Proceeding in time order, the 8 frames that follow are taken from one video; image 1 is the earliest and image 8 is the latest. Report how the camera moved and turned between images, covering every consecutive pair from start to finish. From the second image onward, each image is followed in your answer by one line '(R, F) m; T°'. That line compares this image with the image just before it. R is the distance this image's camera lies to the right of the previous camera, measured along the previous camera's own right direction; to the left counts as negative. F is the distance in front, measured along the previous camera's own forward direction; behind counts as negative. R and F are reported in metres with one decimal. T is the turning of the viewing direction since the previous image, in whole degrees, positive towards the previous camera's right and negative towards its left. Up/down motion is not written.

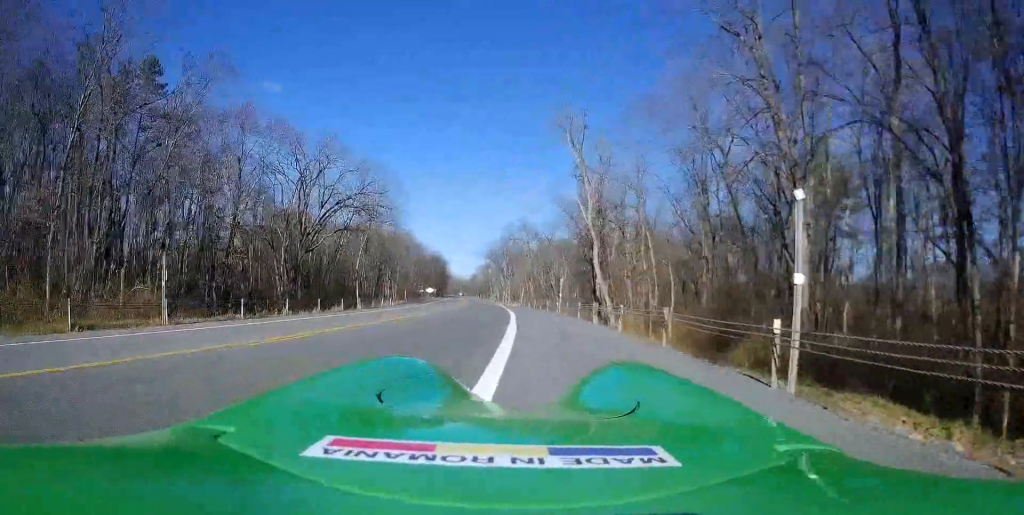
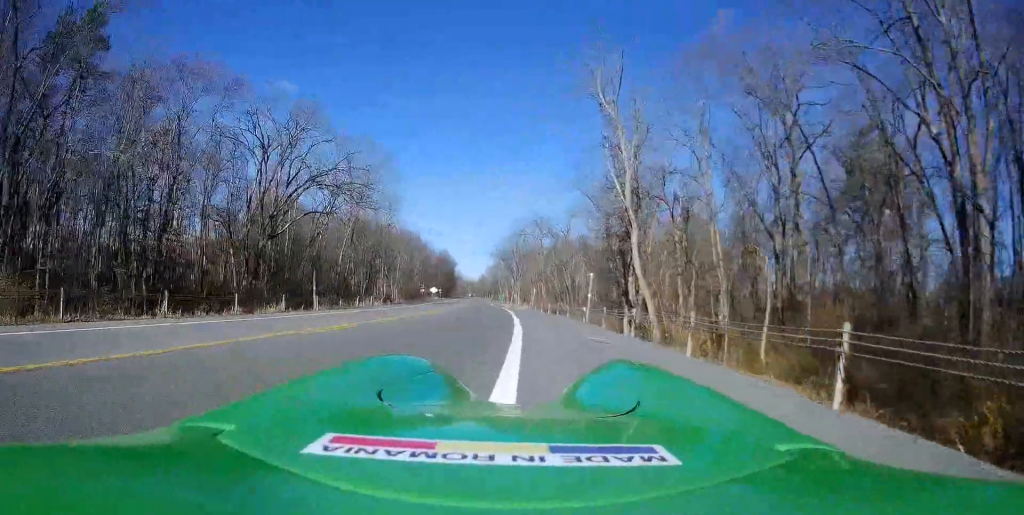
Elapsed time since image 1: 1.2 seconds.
(-0.4, +10.6) m; -3°
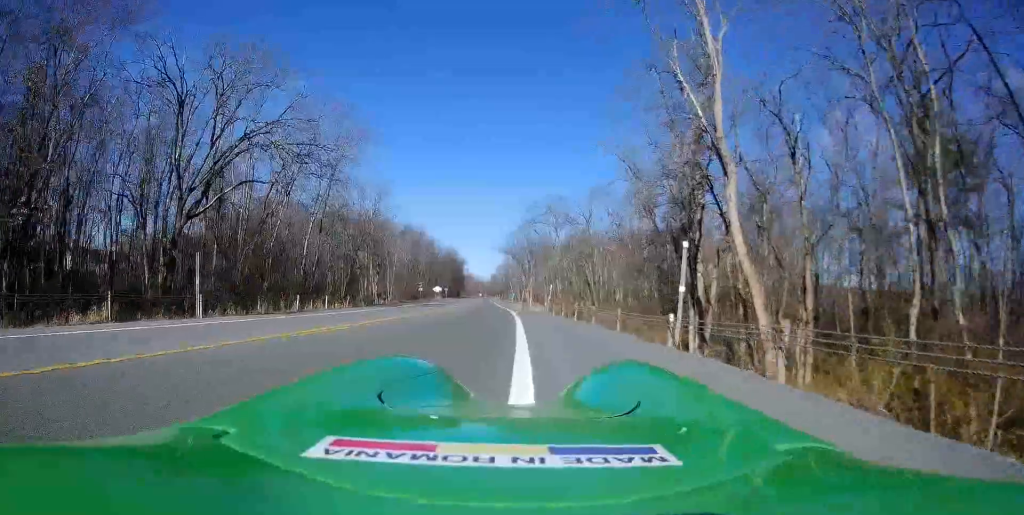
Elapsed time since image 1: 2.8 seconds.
(+0.3, +12.7) m; +1°
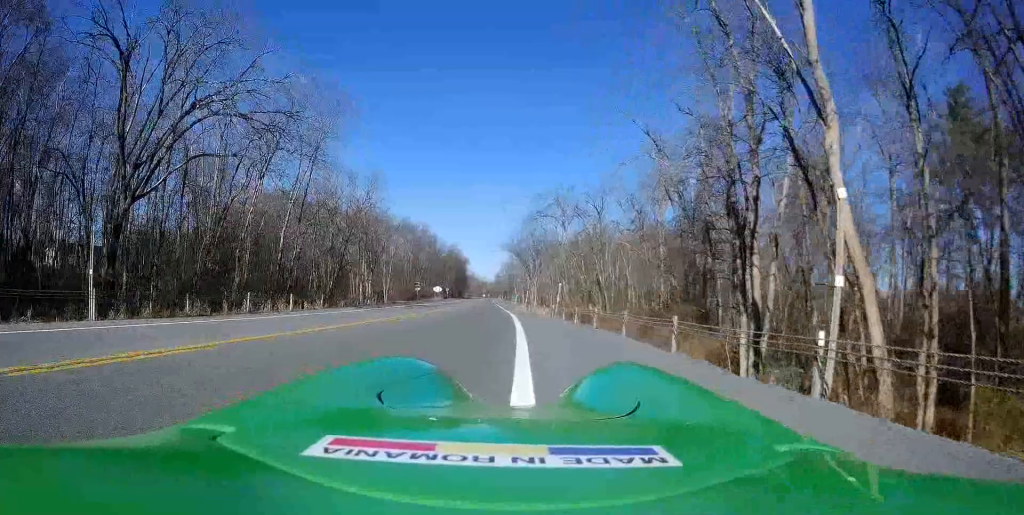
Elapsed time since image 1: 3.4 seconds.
(0.0, +5.5) m; -1°
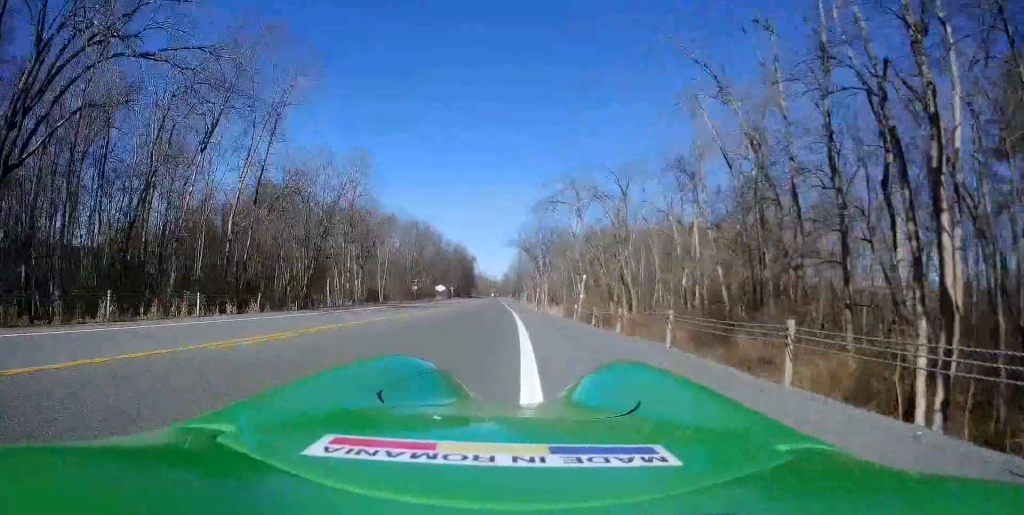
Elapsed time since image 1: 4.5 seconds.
(0.0, +8.7) m; -3°
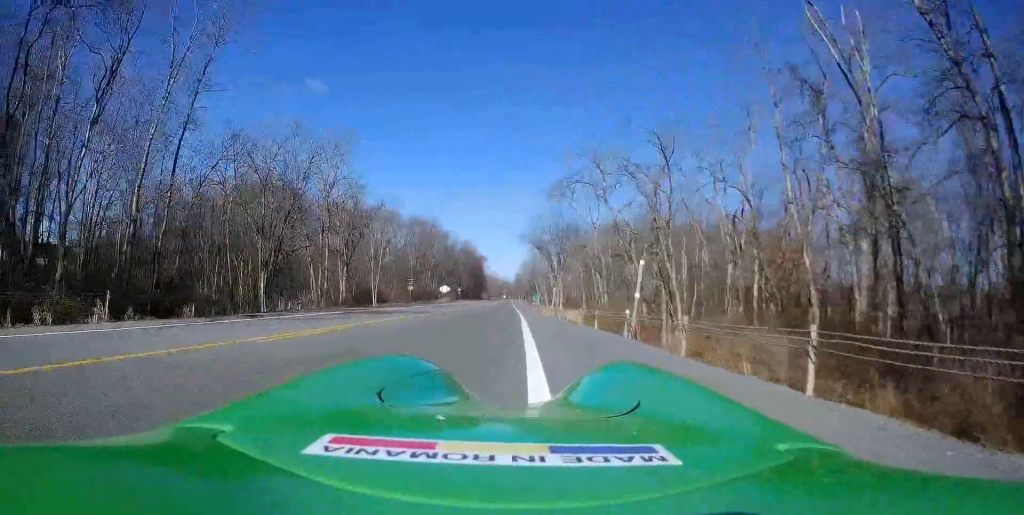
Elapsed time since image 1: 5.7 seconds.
(-0.2, +10.1) m; 0°
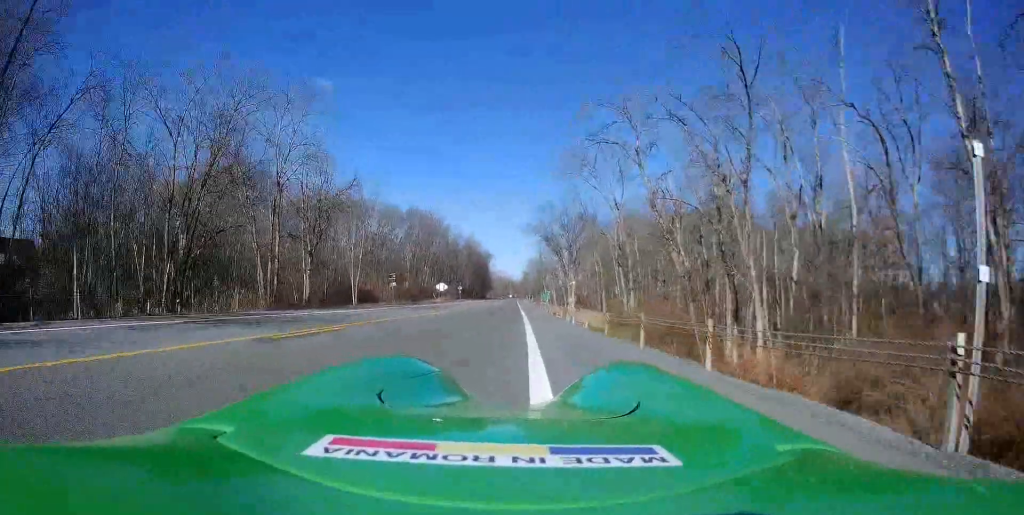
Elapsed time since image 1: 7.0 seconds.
(-0.3, +11.7) m; -3°
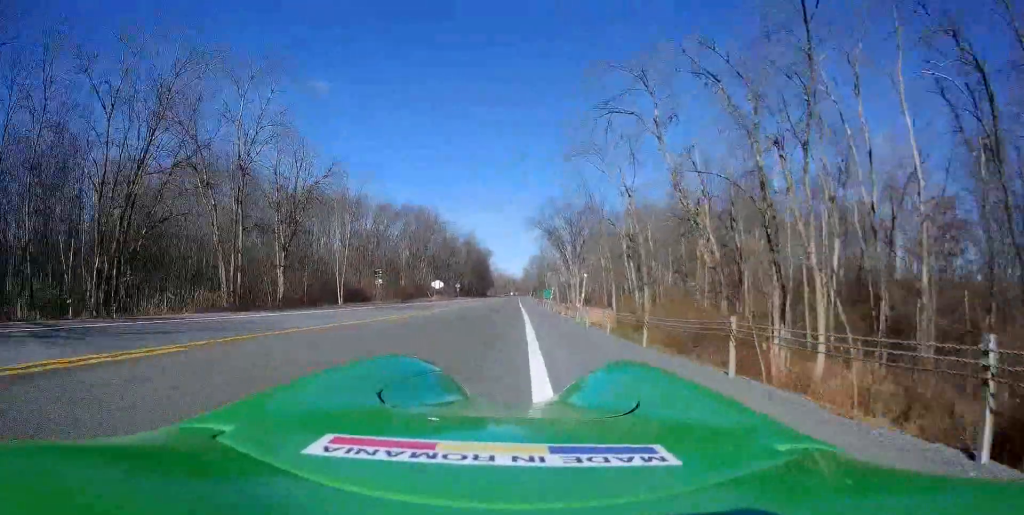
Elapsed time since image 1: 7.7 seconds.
(-0.2, +5.4) m; 0°
